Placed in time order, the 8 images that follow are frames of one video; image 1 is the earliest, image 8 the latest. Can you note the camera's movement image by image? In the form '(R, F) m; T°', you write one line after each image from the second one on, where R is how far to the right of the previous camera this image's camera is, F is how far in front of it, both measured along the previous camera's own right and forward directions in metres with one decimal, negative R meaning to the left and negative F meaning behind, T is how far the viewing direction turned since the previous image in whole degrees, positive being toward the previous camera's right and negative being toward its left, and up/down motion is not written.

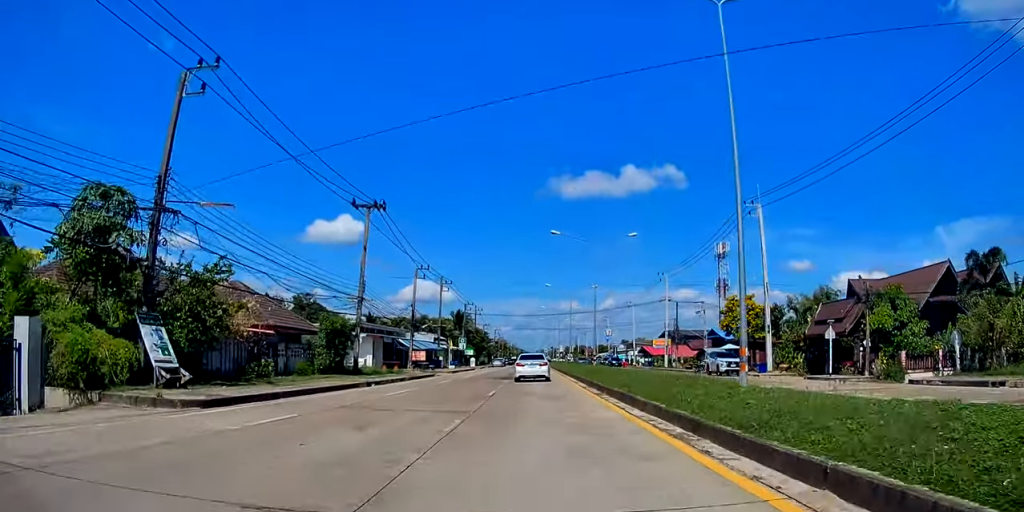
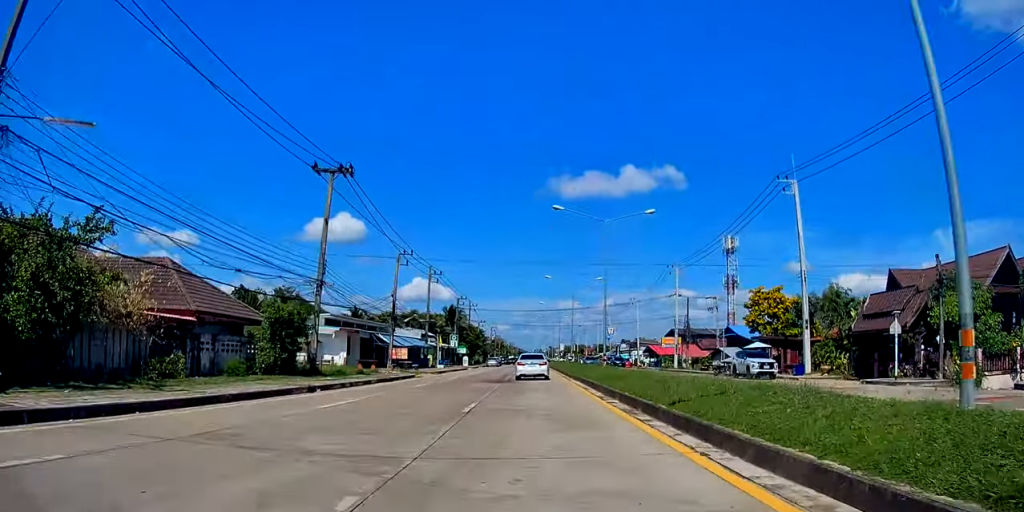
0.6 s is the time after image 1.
(-0.4, +7.4) m; -2°
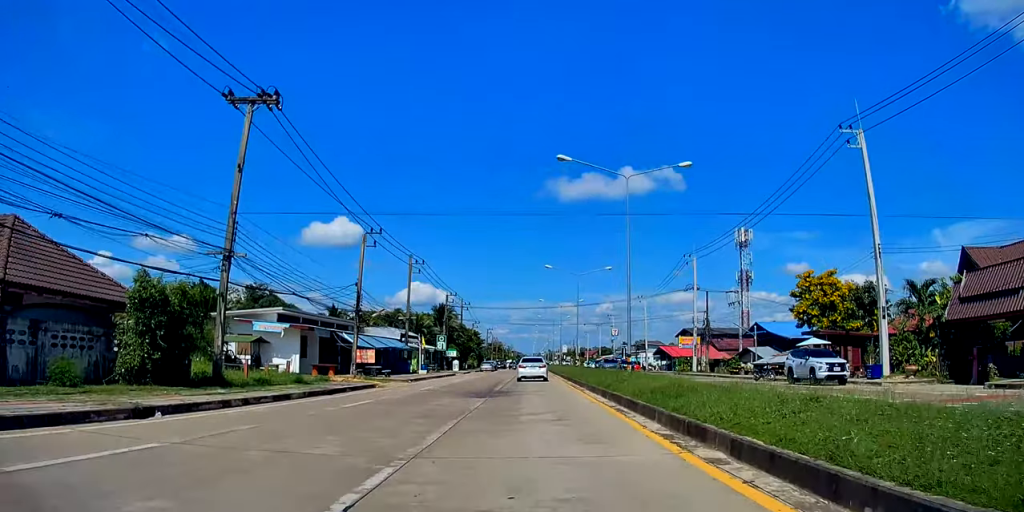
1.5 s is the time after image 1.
(-0.3, +10.4) m; -2°
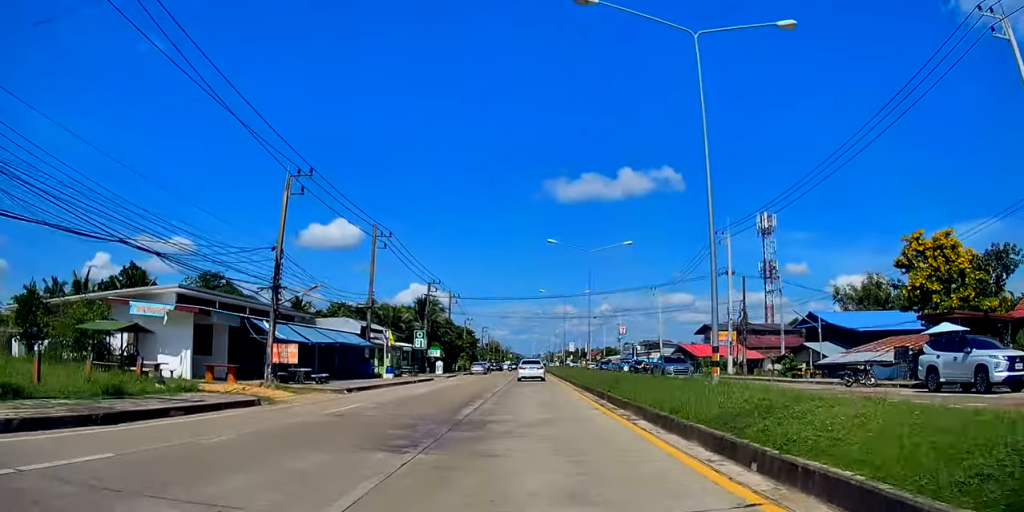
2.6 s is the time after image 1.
(0.0, +13.1) m; +2°
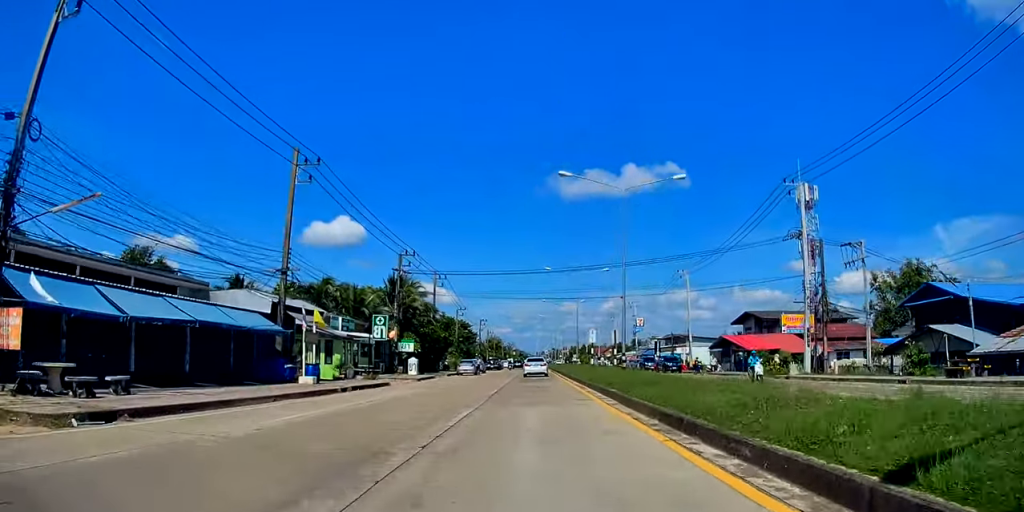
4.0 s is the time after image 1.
(+0.8, +16.3) m; +2°
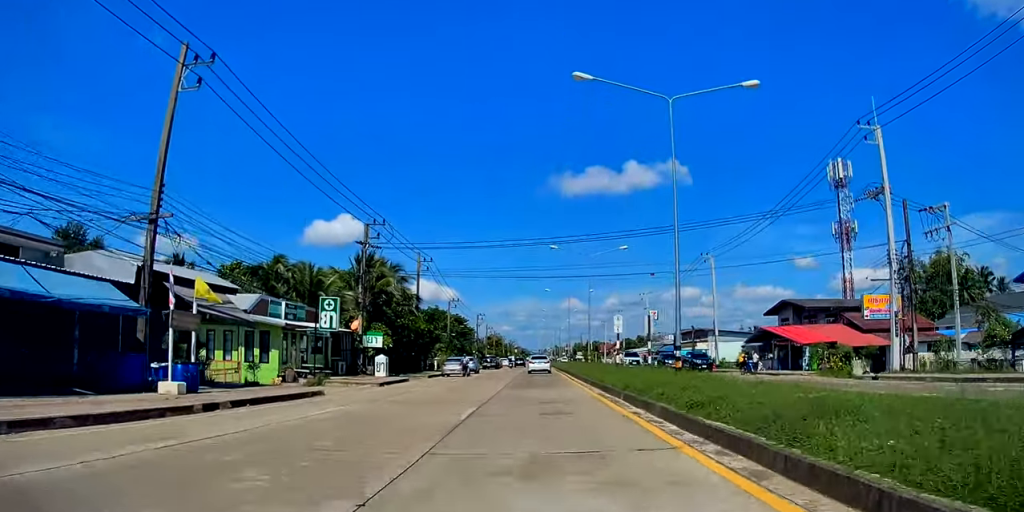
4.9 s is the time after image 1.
(-0.5, +10.7) m; 0°
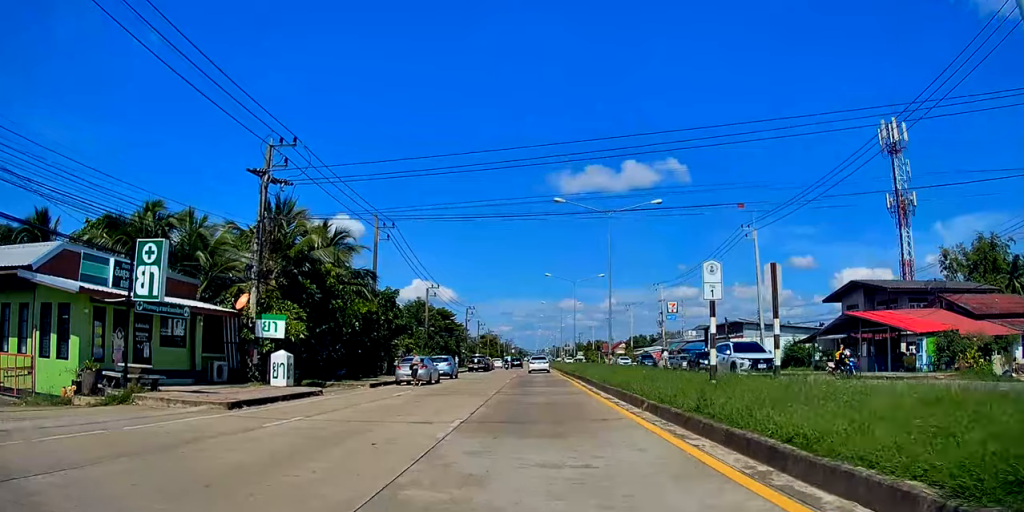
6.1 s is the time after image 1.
(+0.4, +14.9) m; -1°
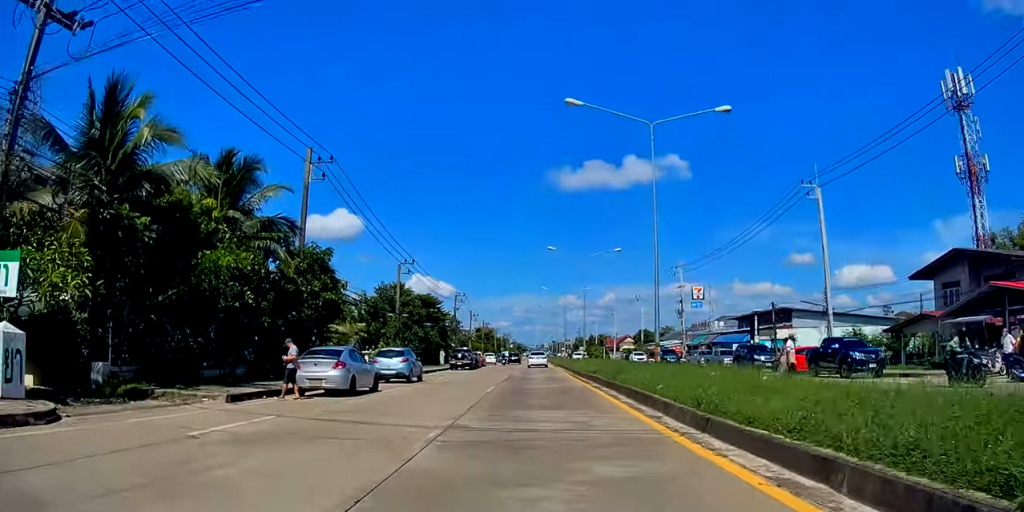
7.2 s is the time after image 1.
(-0.5, +13.6) m; 0°
